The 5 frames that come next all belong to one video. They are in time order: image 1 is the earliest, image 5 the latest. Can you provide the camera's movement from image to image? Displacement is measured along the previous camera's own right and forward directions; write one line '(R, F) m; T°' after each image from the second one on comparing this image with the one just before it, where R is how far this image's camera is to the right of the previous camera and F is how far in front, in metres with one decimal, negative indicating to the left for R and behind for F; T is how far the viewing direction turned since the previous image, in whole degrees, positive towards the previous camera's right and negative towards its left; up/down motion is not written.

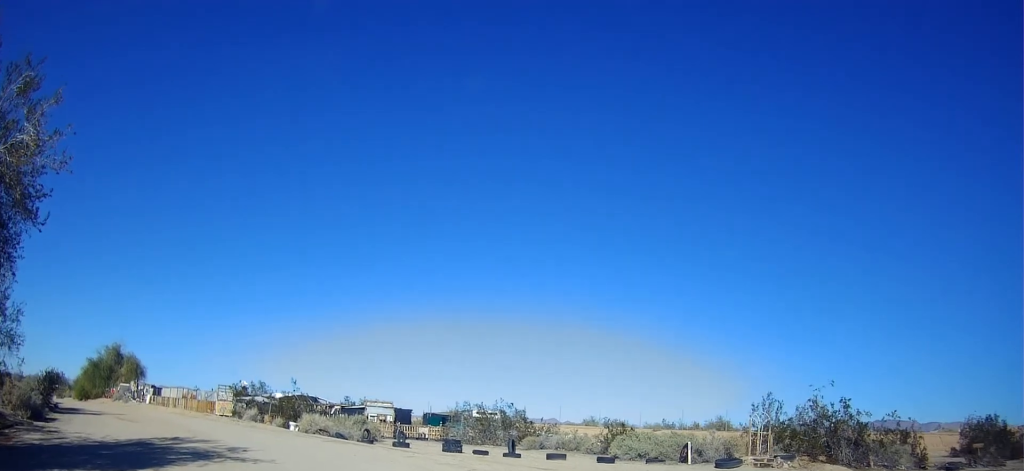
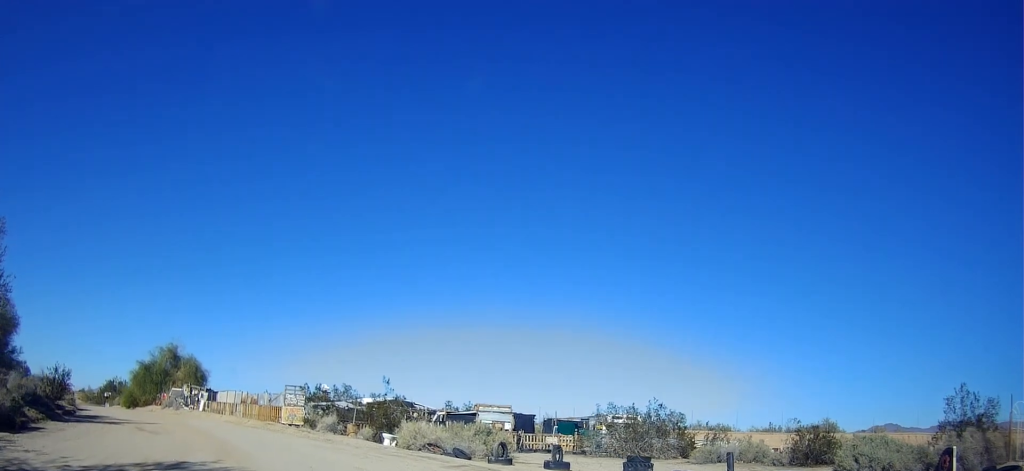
(+0.4, +9.6) m; +1°
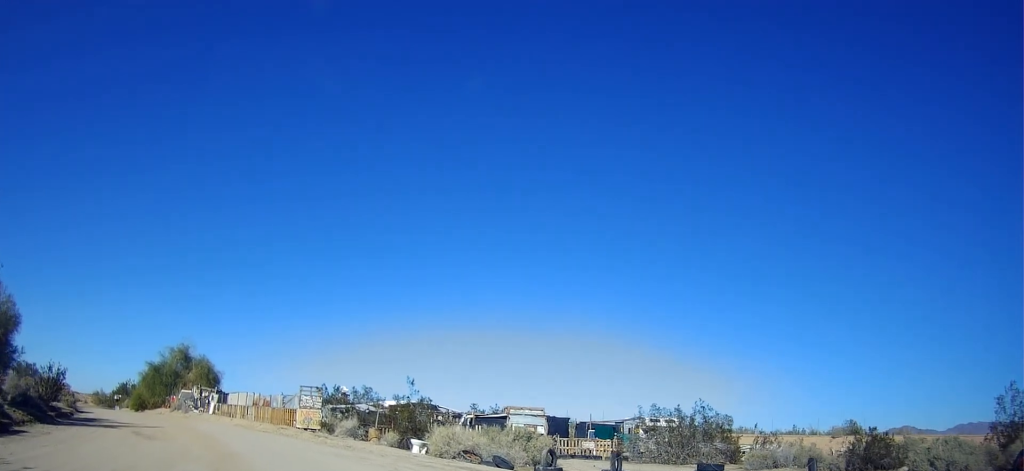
(-0.1, +2.6) m; -3°
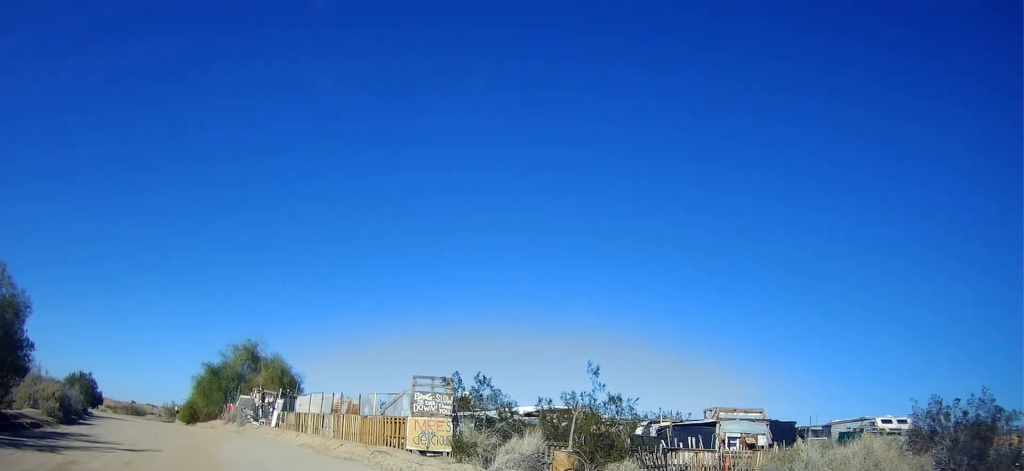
(-2.1, +12.1) m; -11°
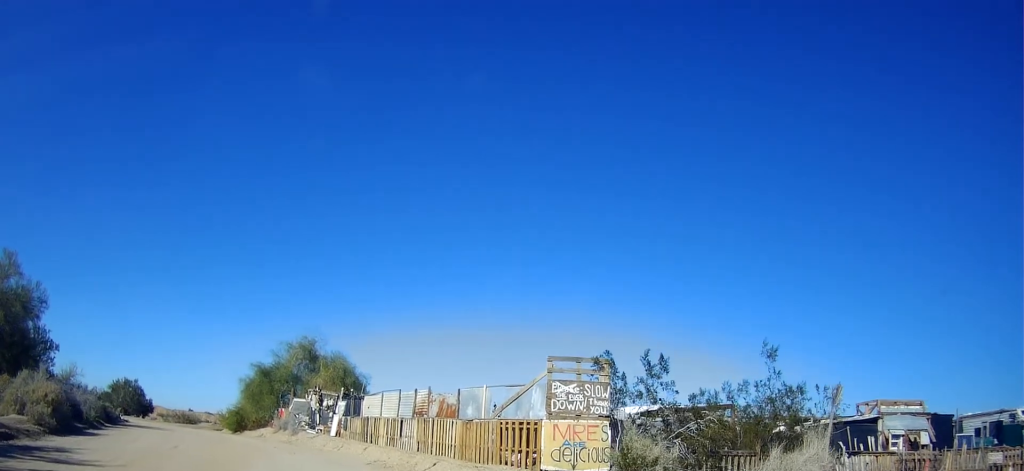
(-0.2, +5.6) m; -14°
